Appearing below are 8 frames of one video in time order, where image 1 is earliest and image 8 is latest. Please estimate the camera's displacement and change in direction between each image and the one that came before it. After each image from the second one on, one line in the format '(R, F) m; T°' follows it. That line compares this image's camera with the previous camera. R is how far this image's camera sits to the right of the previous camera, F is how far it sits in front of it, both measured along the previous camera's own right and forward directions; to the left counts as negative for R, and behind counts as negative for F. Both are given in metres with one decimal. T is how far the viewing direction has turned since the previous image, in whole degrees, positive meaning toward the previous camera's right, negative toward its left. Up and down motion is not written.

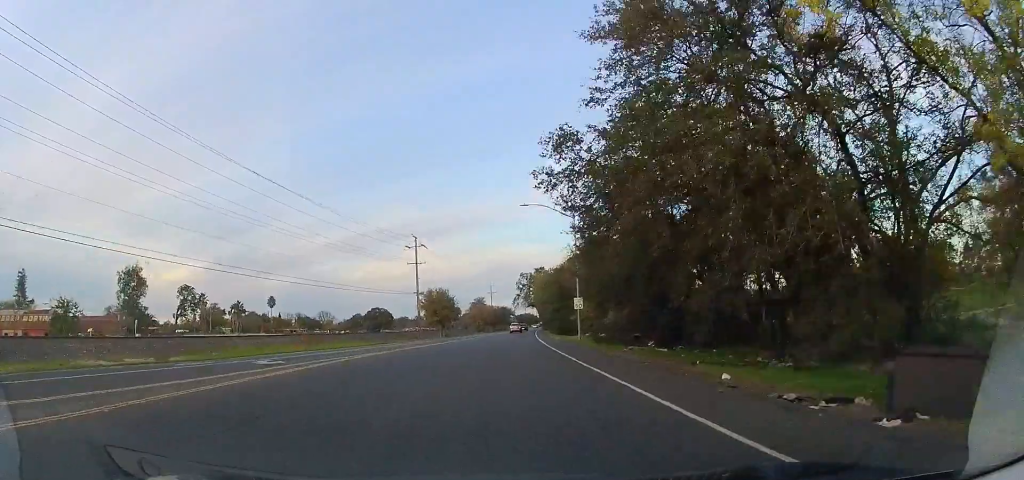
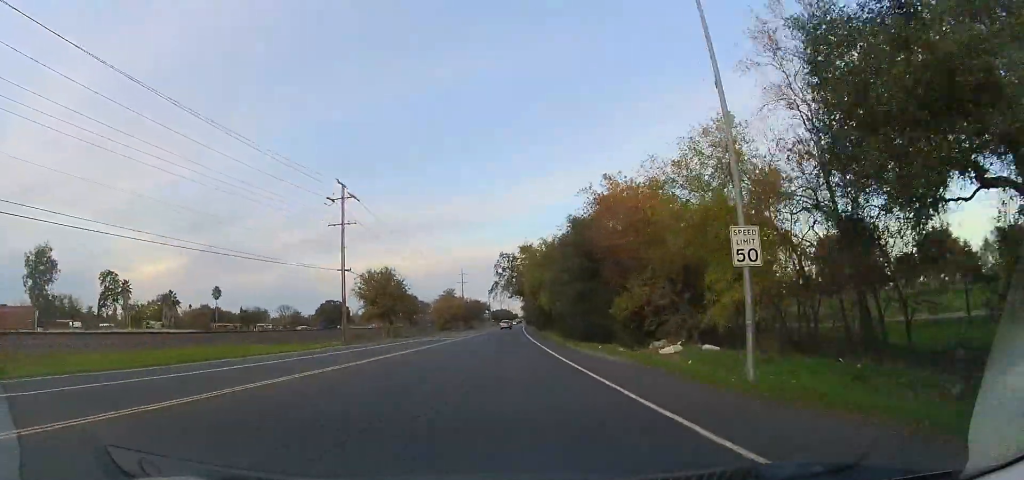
(+0.9, +26.4) m; +5°
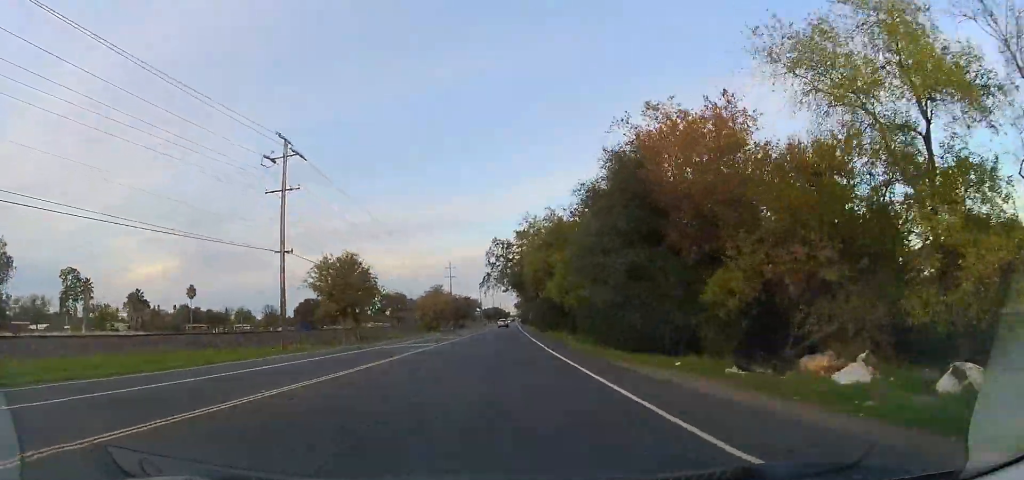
(+0.2, +13.0) m; -1°
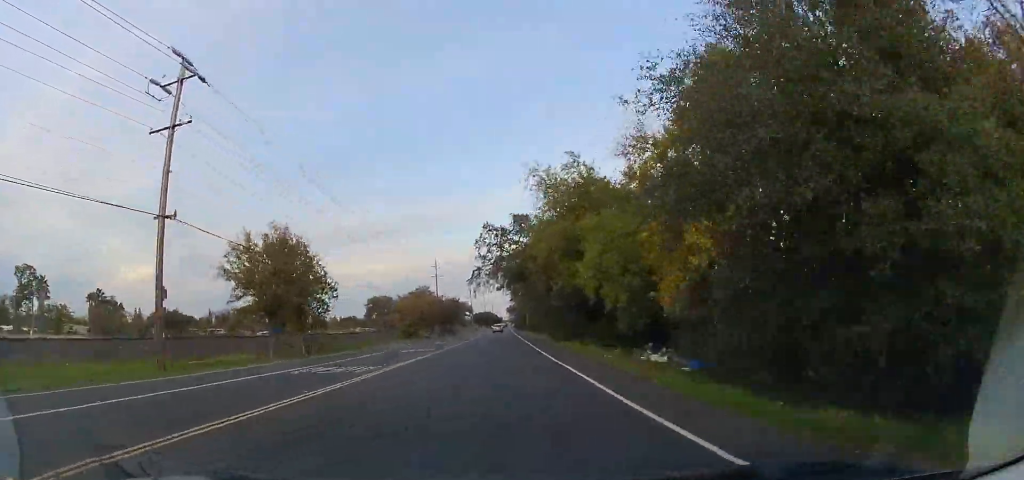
(-0.1, +13.9) m; 0°
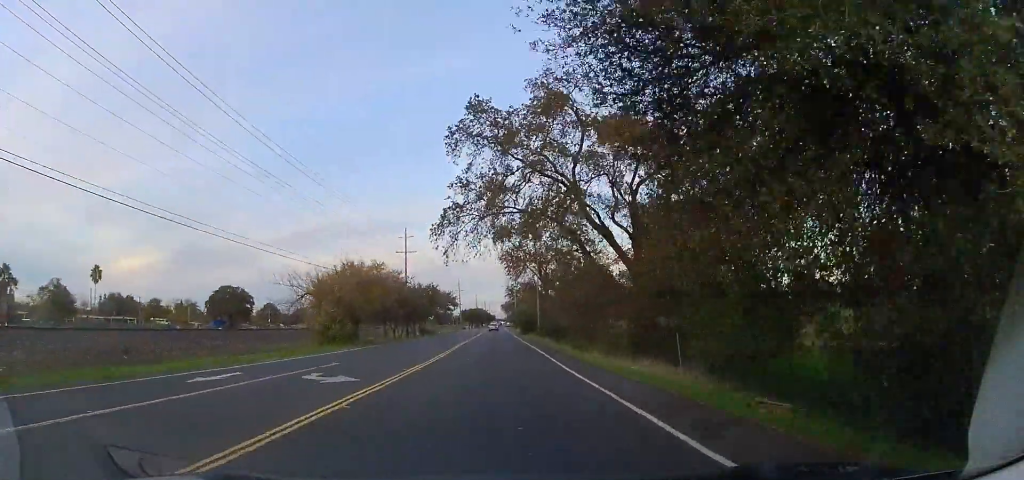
(+0.7, +30.9) m; +3°
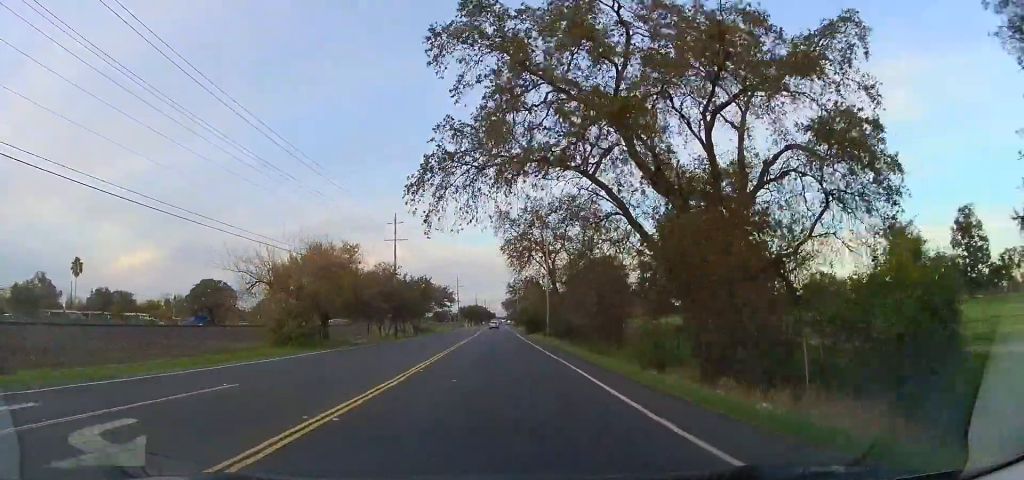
(-0.1, +8.5) m; -1°
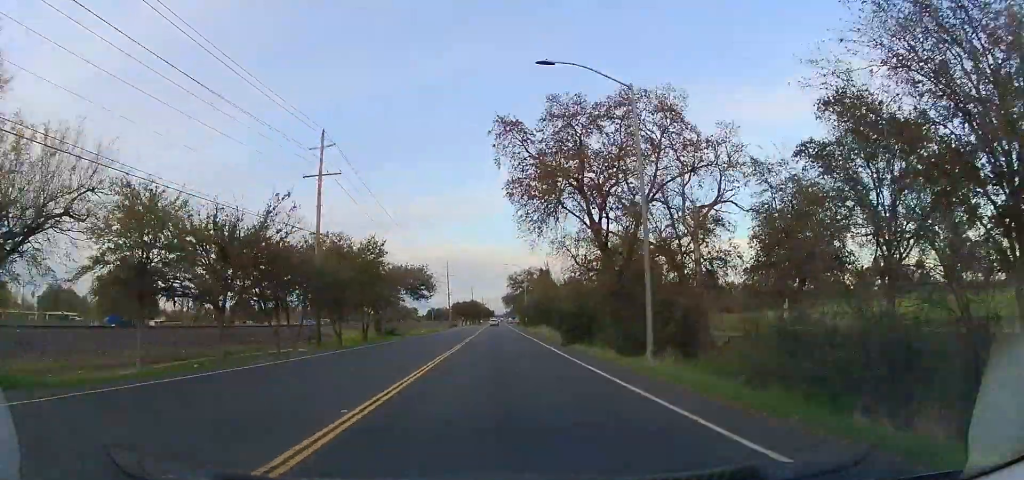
(-0.7, +28.4) m; -2°
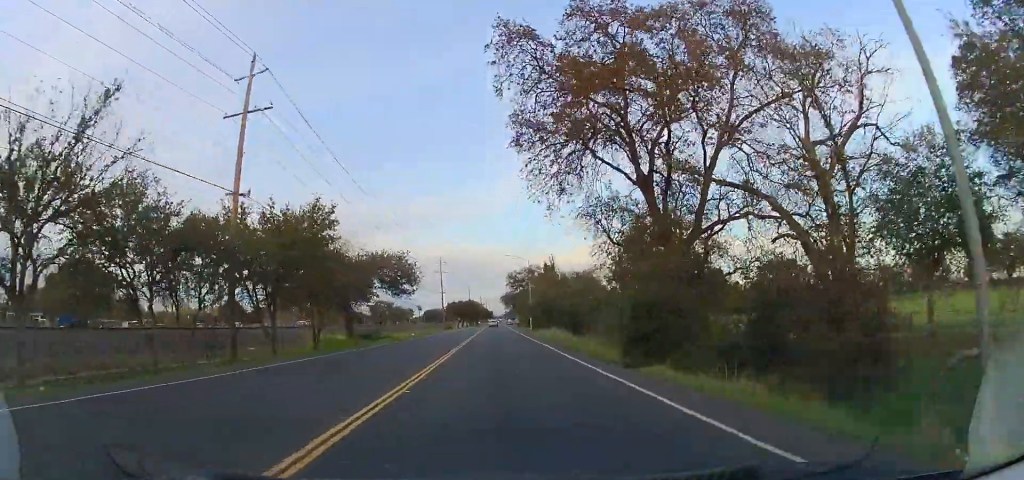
(0.0, +12.3) m; 0°
